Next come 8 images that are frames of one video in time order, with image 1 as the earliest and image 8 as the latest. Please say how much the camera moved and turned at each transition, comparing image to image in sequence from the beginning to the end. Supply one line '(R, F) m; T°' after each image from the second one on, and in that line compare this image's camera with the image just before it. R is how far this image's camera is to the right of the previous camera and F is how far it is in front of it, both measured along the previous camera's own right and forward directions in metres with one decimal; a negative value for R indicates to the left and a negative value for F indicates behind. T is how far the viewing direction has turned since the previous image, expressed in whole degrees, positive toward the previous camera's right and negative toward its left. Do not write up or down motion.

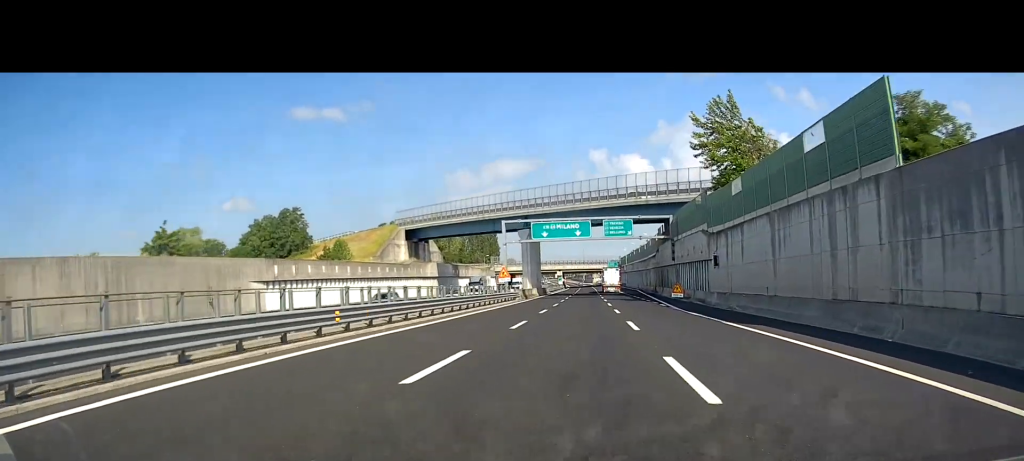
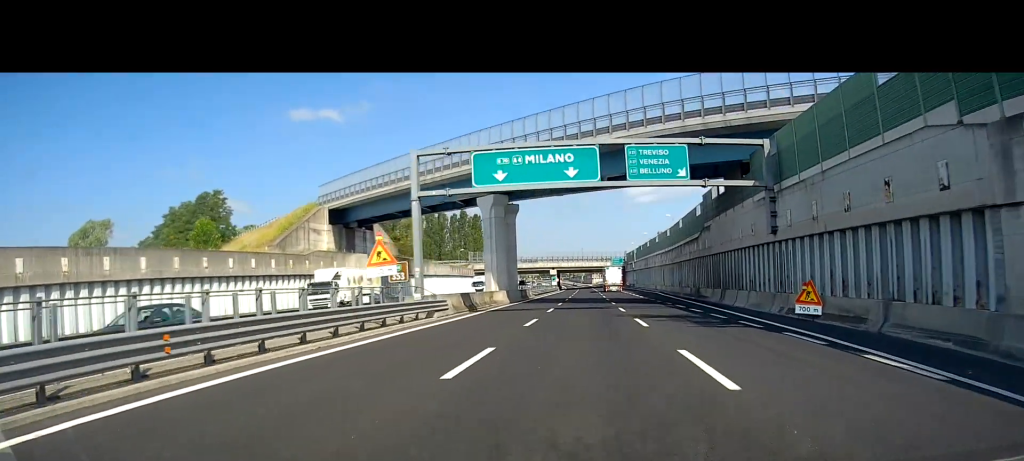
(0.0, +35.5) m; 0°
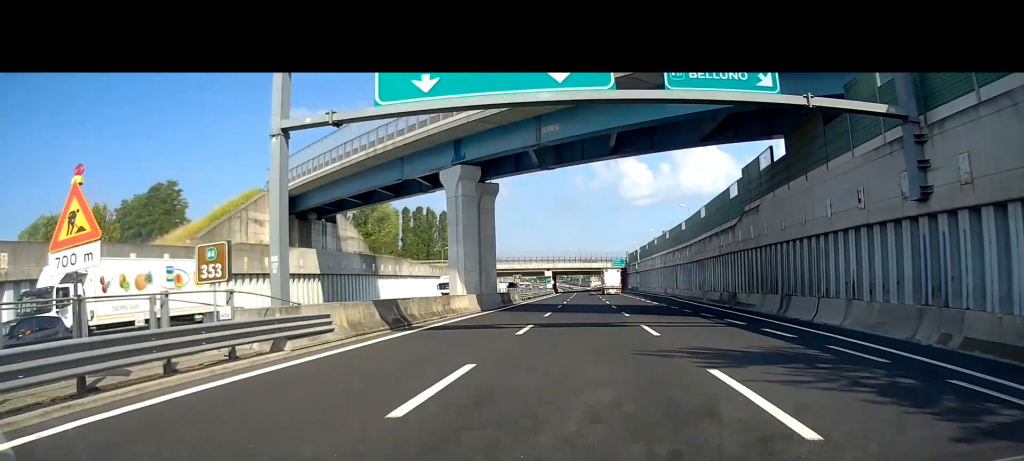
(0.0, +15.1) m; 0°
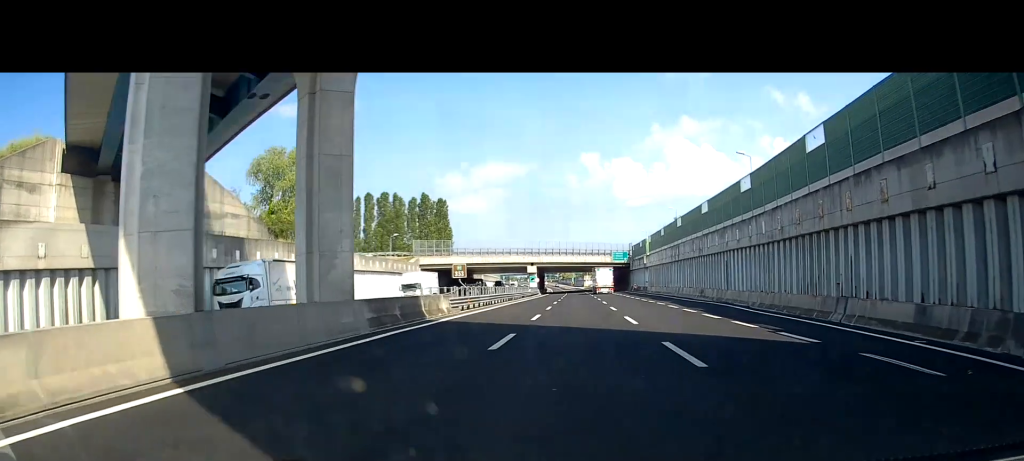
(-0.1, +31.8) m; 0°
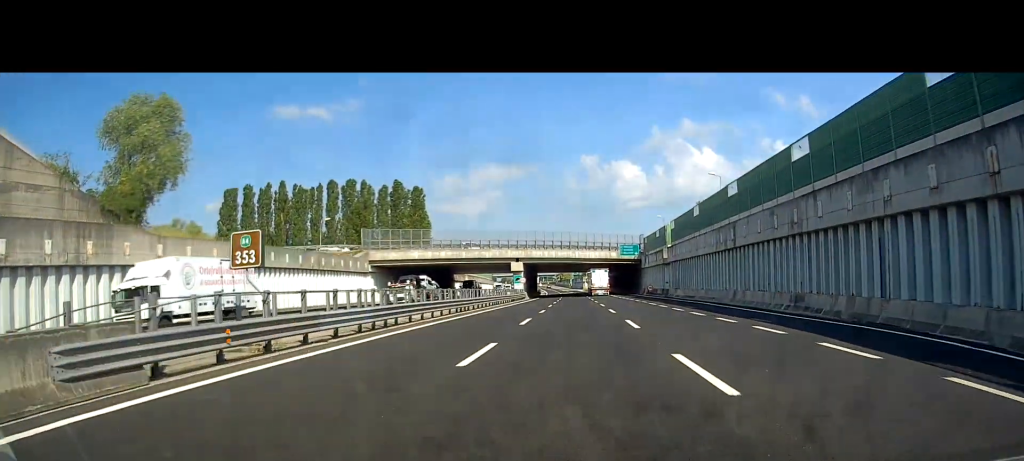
(+0.2, +27.4) m; +1°
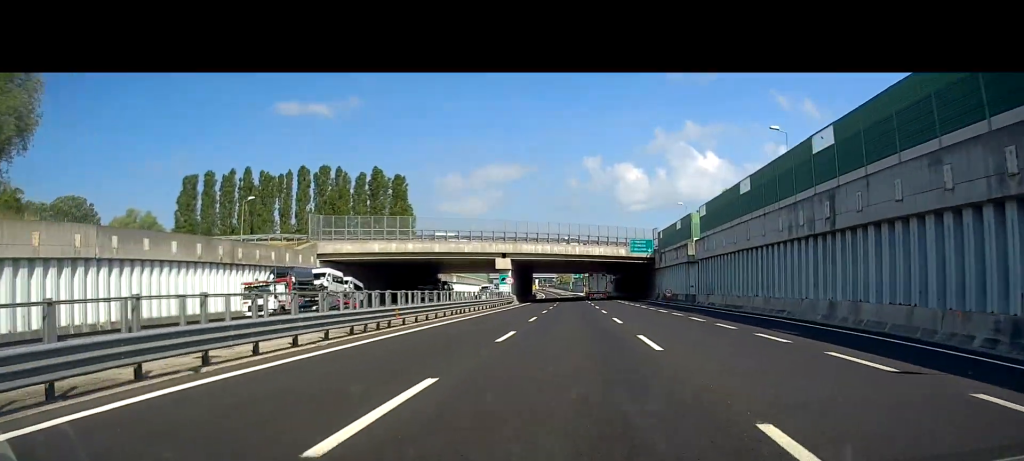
(+0.1, +18.5) m; 0°
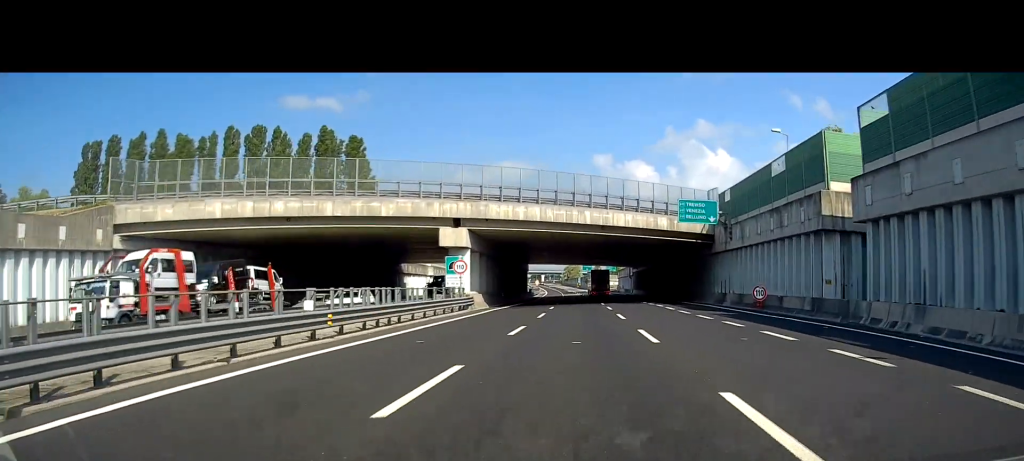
(-0.2, +35.0) m; -1°
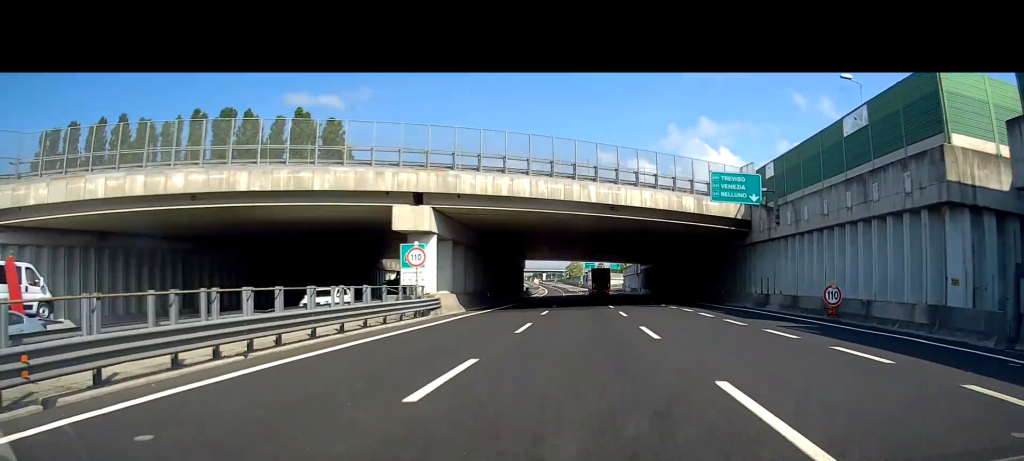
(0.0, +11.3) m; 0°
